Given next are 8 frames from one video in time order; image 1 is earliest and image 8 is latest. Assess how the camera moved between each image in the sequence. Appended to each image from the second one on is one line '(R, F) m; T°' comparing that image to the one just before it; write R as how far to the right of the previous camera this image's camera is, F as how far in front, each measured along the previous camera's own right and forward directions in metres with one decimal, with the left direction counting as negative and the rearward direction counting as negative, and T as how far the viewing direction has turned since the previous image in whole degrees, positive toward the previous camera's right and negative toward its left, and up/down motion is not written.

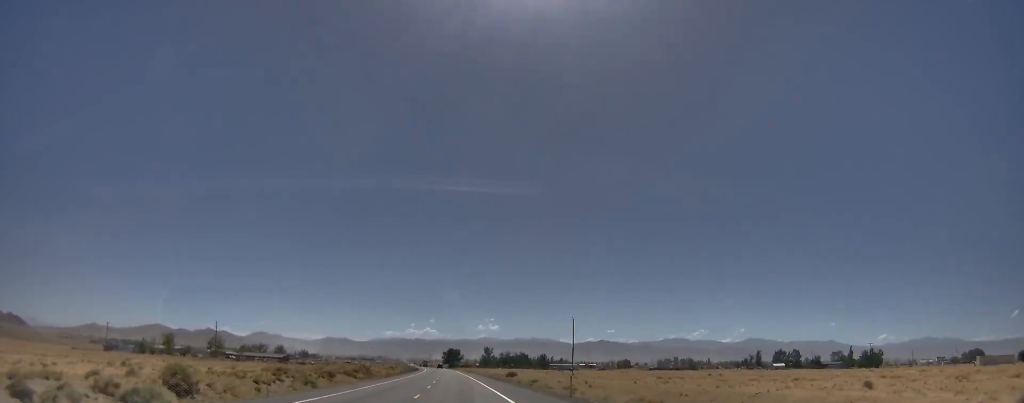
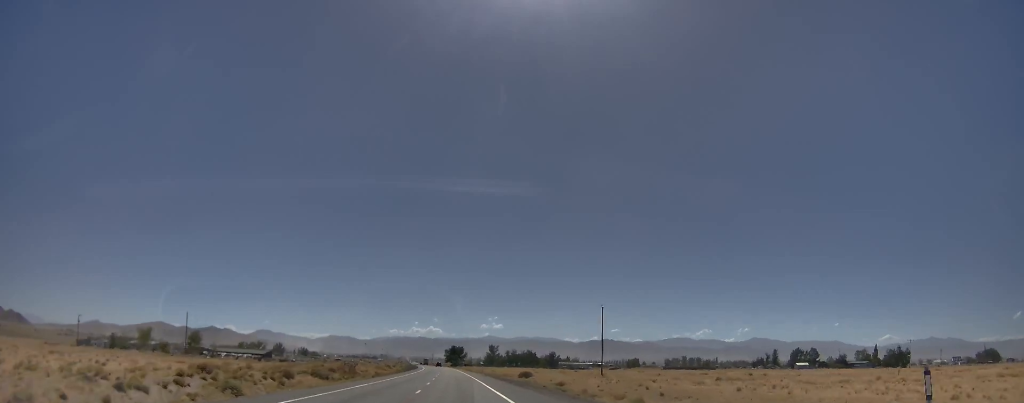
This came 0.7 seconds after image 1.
(+0.1, +21.9) m; +1°
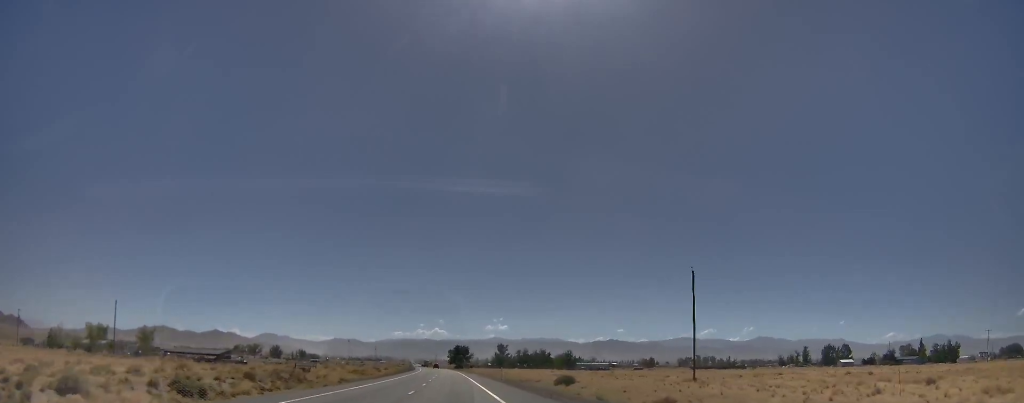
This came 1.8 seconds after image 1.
(+0.4, +36.3) m; 0°
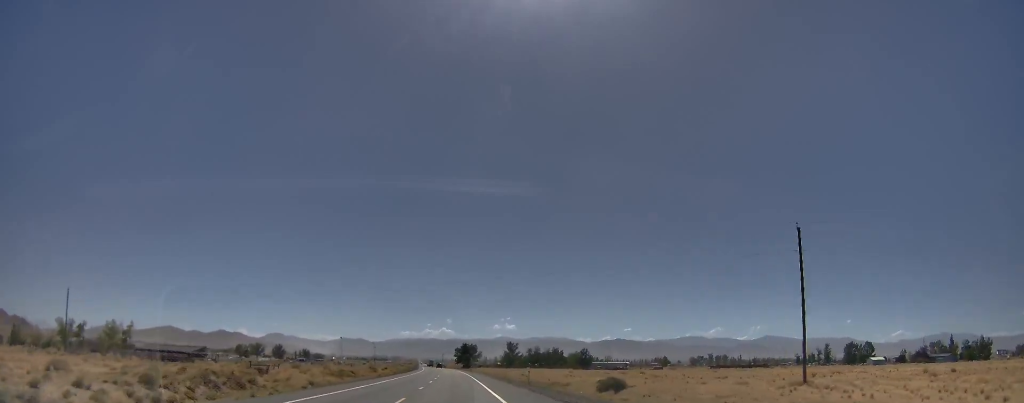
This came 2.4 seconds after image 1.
(-0.1, +18.8) m; 0°
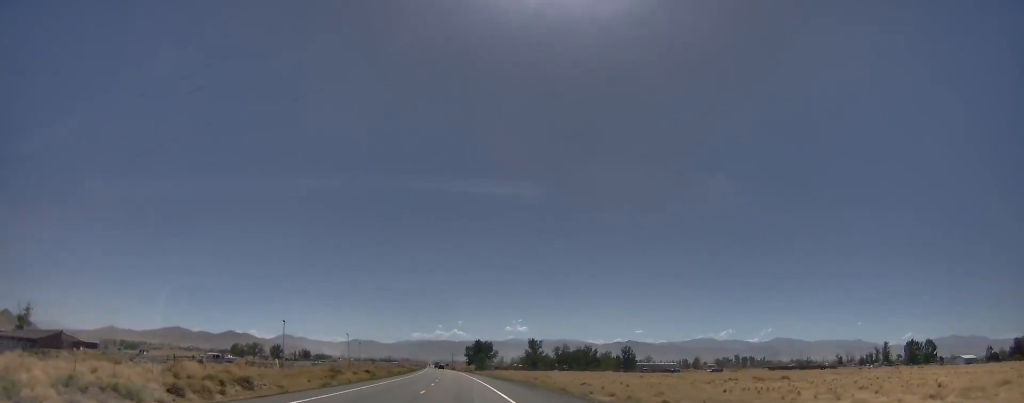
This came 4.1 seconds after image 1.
(+1.7, +53.4) m; +4°
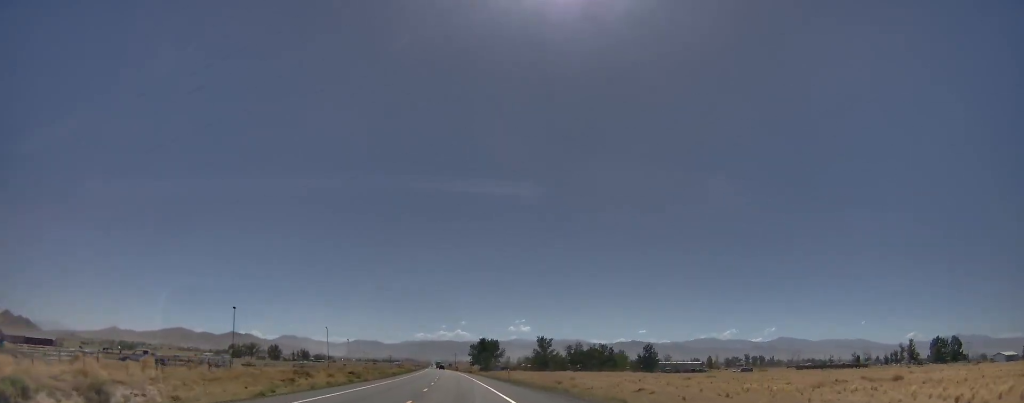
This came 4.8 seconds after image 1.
(+0.2, +21.2) m; 0°
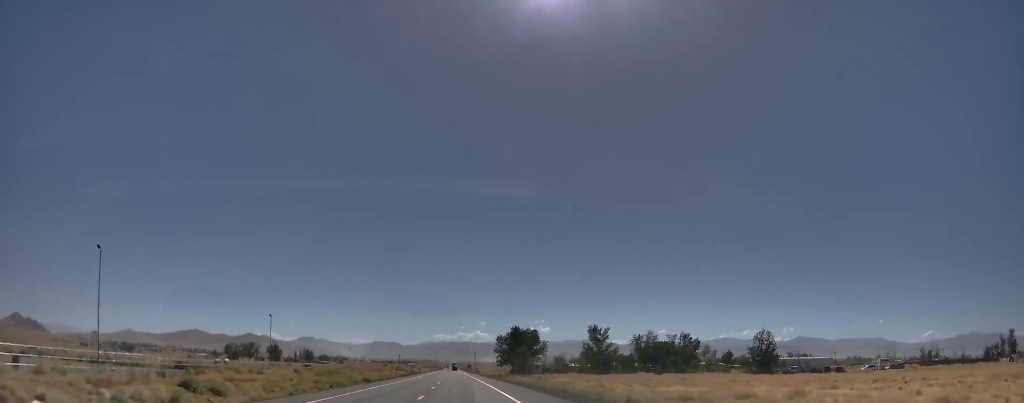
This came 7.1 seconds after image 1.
(-0.2, +67.5) m; +2°
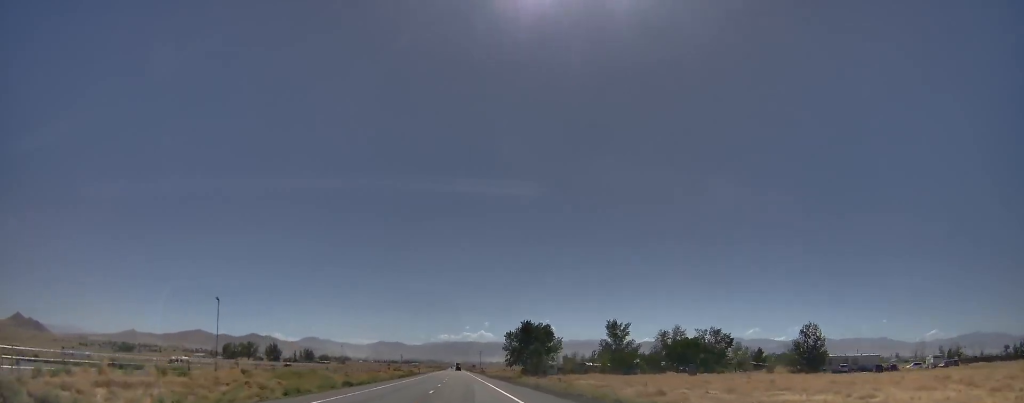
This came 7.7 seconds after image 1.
(+0.2, +17.1) m; 0°
